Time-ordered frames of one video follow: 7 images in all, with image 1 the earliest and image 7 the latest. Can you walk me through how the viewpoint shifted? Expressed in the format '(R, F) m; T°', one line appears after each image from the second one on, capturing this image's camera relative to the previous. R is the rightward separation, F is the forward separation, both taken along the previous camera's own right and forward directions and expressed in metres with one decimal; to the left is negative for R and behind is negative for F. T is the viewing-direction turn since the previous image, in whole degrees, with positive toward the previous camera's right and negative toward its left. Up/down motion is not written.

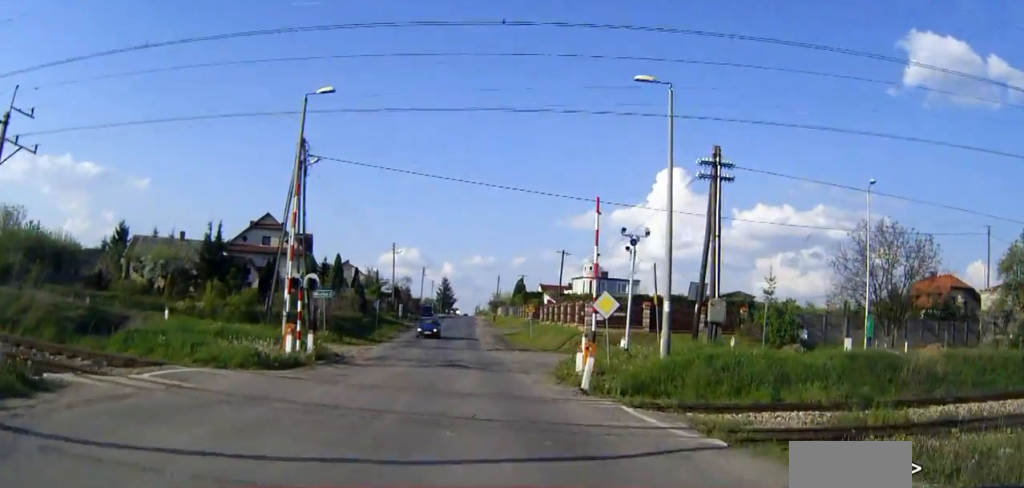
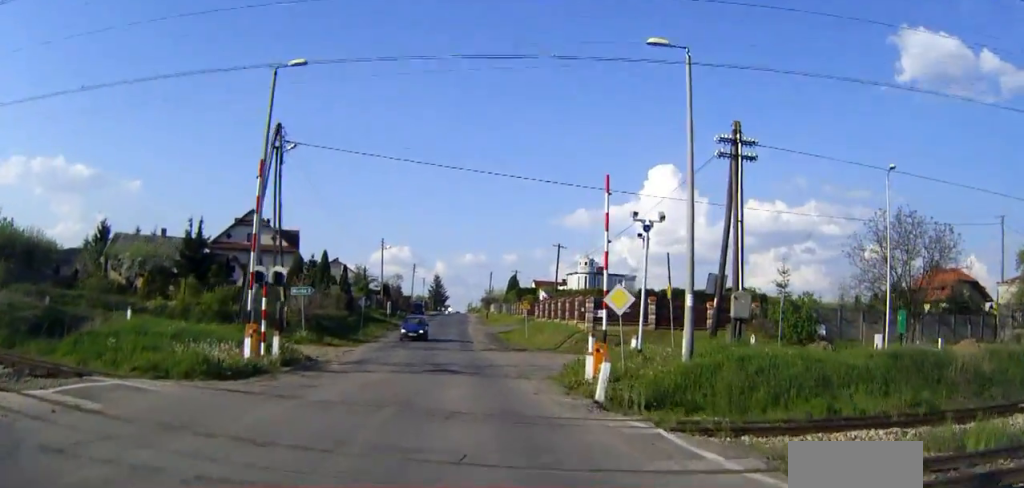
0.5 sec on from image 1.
(0.0, +3.2) m; +1°
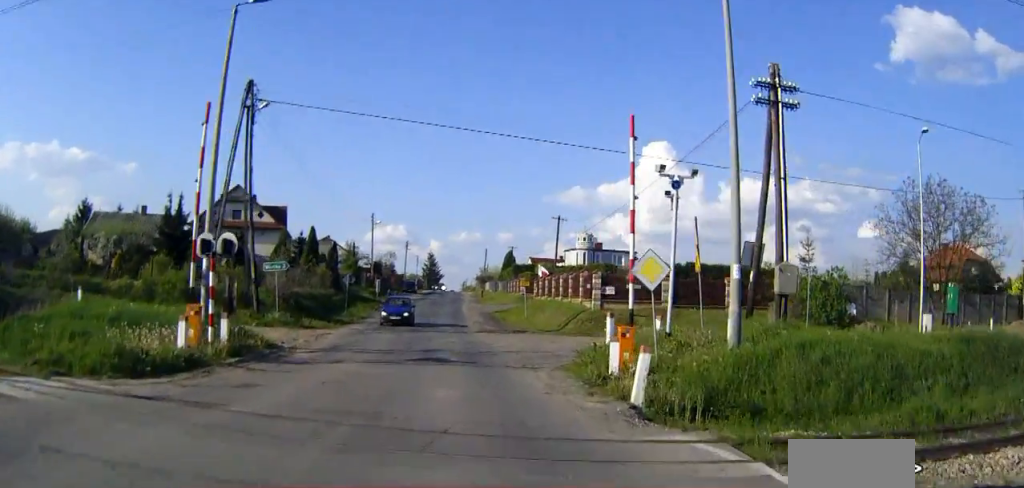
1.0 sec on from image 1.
(0.0, +3.7) m; +1°
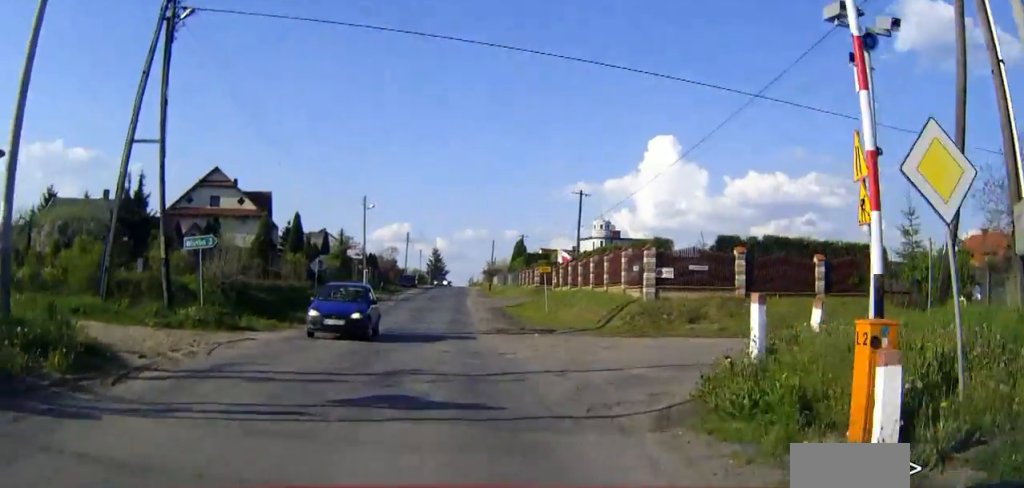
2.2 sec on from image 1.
(+0.1, +9.4) m; 0°
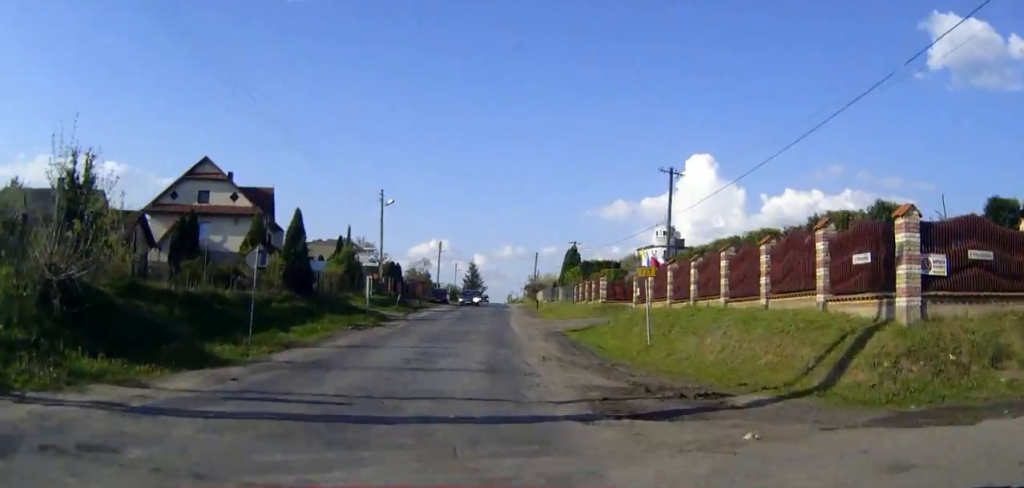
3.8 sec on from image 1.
(-0.3, +13.6) m; -2°
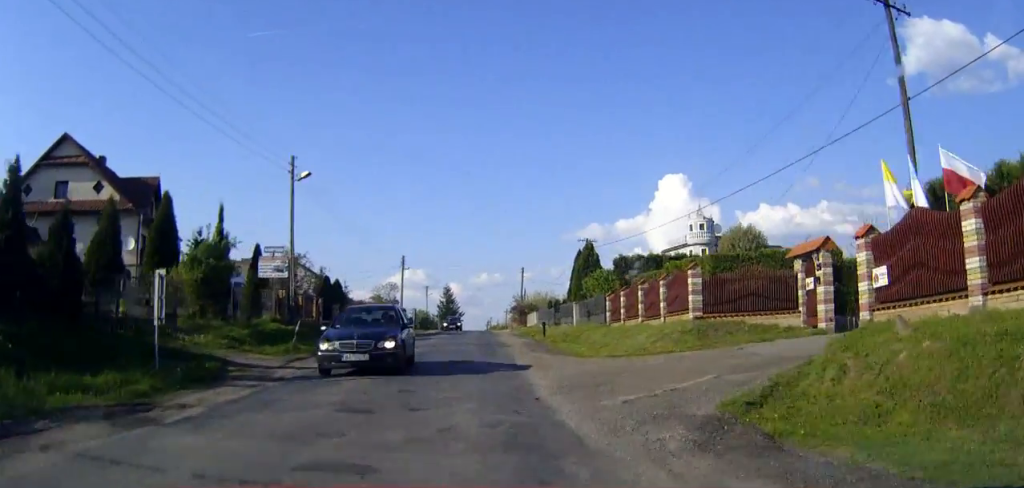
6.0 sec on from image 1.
(0.0, +21.7) m; +1°
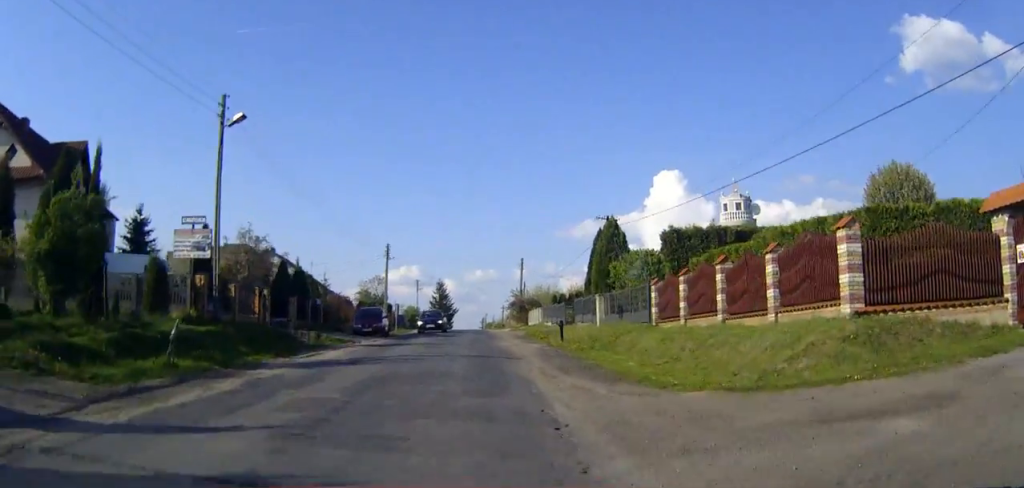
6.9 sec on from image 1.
(+0.1, +10.0) m; +1°
